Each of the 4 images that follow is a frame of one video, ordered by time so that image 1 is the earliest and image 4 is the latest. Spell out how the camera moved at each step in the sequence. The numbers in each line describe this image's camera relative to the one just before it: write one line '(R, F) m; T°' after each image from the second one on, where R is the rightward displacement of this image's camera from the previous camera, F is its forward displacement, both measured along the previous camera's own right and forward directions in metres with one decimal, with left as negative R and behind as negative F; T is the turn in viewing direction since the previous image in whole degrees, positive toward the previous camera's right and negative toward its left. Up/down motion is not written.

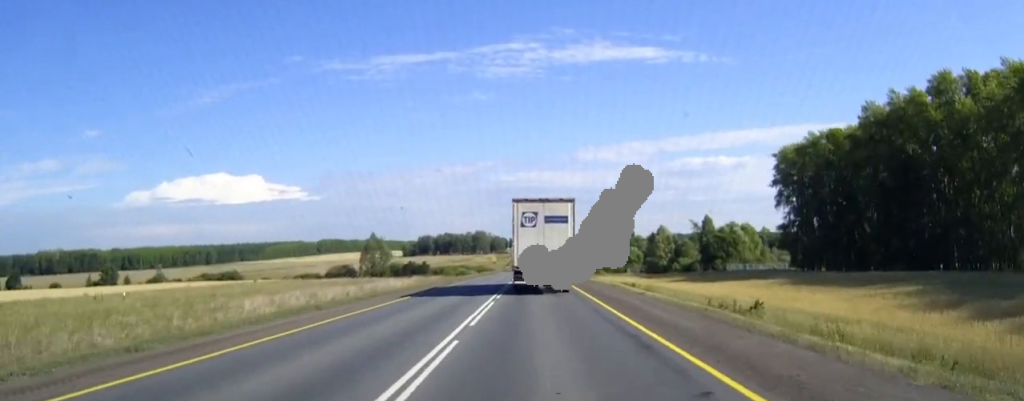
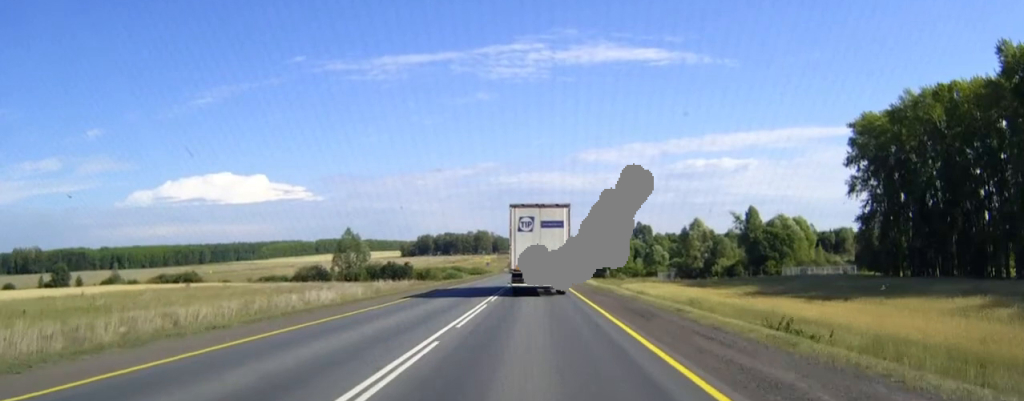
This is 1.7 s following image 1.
(0.0, +36.2) m; 0°
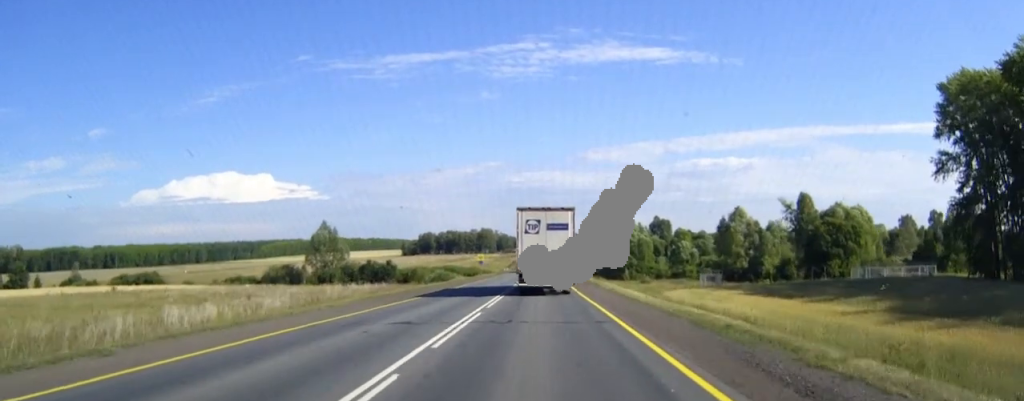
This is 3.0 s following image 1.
(-0.1, +28.0) m; -1°
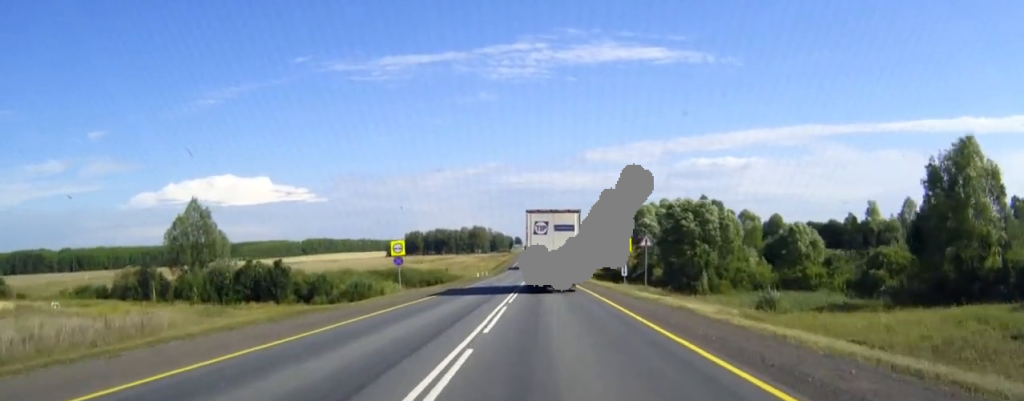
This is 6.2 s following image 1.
(-0.3, +68.7) m; 0°
